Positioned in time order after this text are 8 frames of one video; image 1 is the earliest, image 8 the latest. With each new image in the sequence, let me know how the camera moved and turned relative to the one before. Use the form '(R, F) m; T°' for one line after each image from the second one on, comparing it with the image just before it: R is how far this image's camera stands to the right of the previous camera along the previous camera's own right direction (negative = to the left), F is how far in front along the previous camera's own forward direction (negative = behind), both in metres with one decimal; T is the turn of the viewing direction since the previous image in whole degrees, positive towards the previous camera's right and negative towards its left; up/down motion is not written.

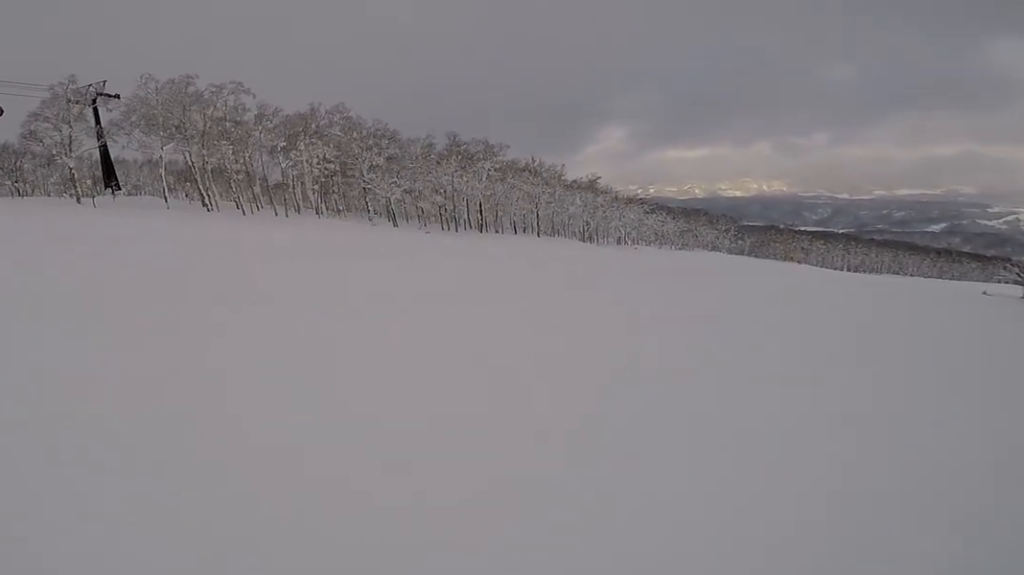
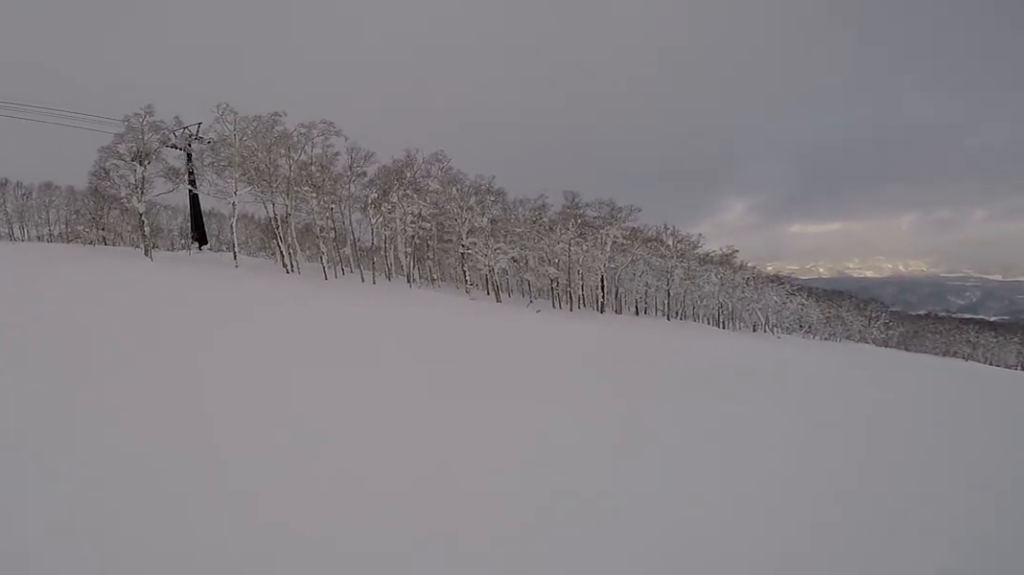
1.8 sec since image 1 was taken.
(+0.1, +8.3) m; 0°
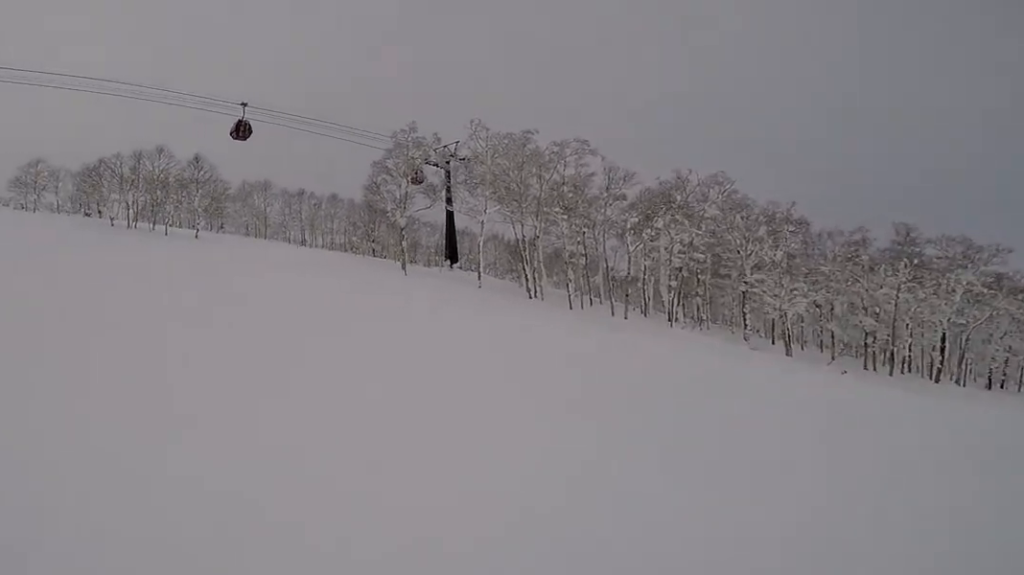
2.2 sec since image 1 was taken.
(0.0, +1.7) m; -1°
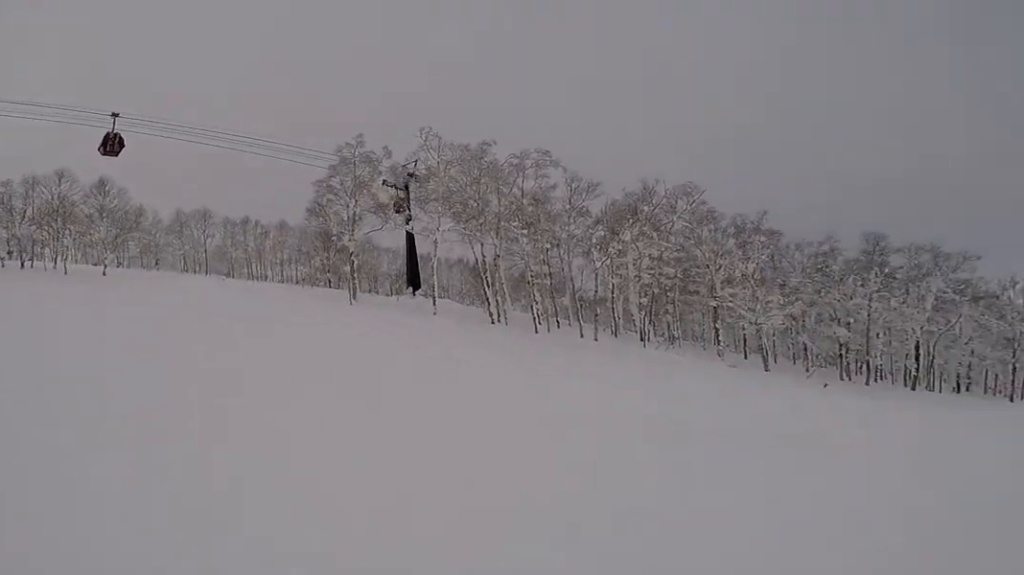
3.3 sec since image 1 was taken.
(+0.2, +4.0) m; -4°
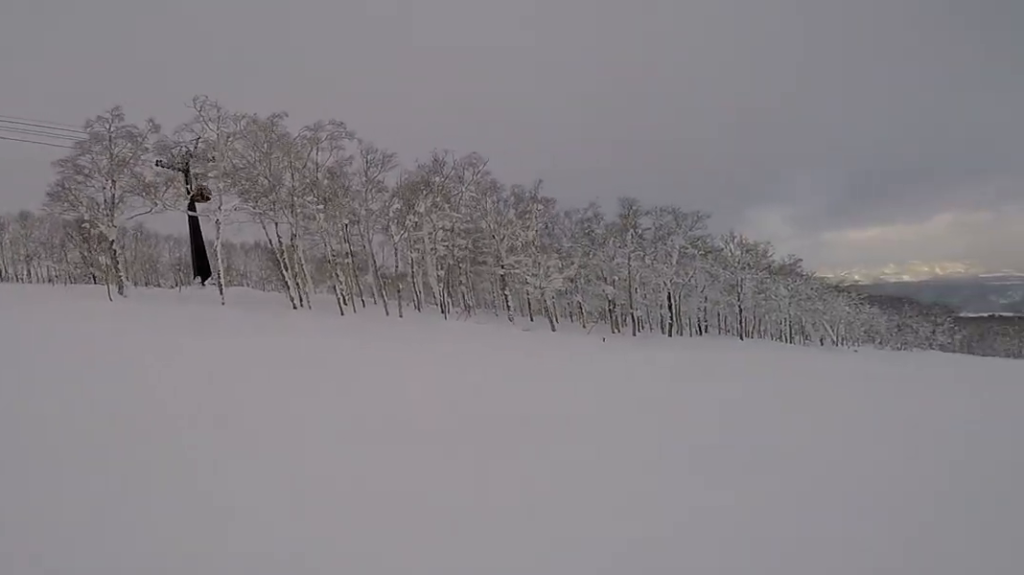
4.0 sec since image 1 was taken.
(-0.6, +2.6) m; -1°
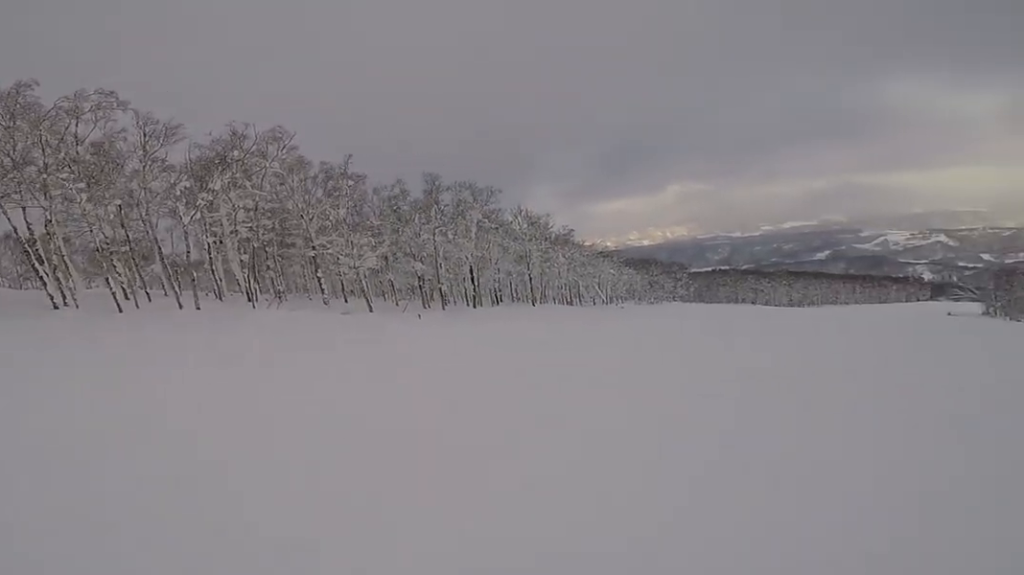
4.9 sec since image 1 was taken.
(+0.6, +2.7) m; +44°
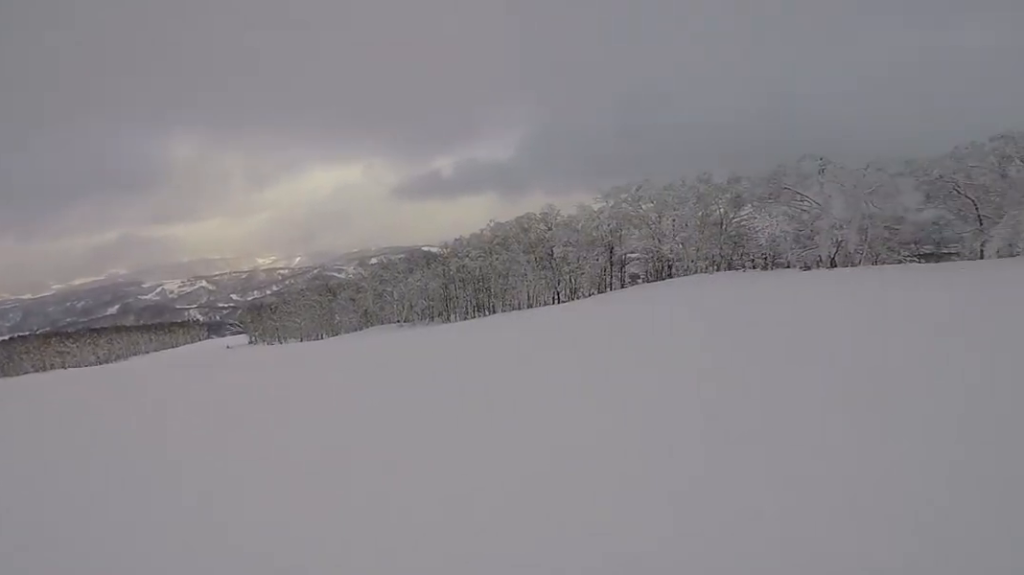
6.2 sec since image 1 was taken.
(+2.6, +2.3) m; +63°
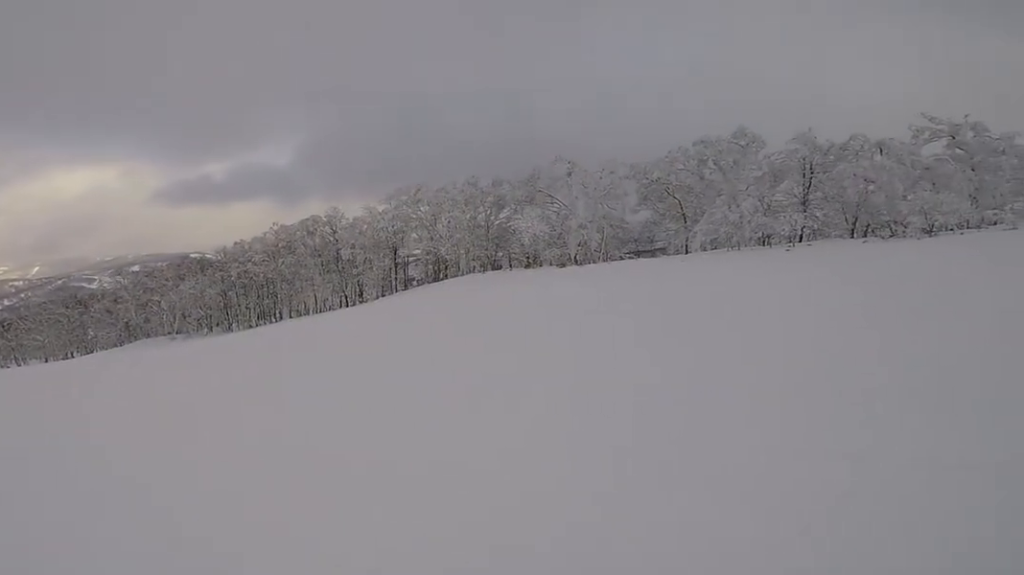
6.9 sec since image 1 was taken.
(+0.1, +2.8) m; +2°
